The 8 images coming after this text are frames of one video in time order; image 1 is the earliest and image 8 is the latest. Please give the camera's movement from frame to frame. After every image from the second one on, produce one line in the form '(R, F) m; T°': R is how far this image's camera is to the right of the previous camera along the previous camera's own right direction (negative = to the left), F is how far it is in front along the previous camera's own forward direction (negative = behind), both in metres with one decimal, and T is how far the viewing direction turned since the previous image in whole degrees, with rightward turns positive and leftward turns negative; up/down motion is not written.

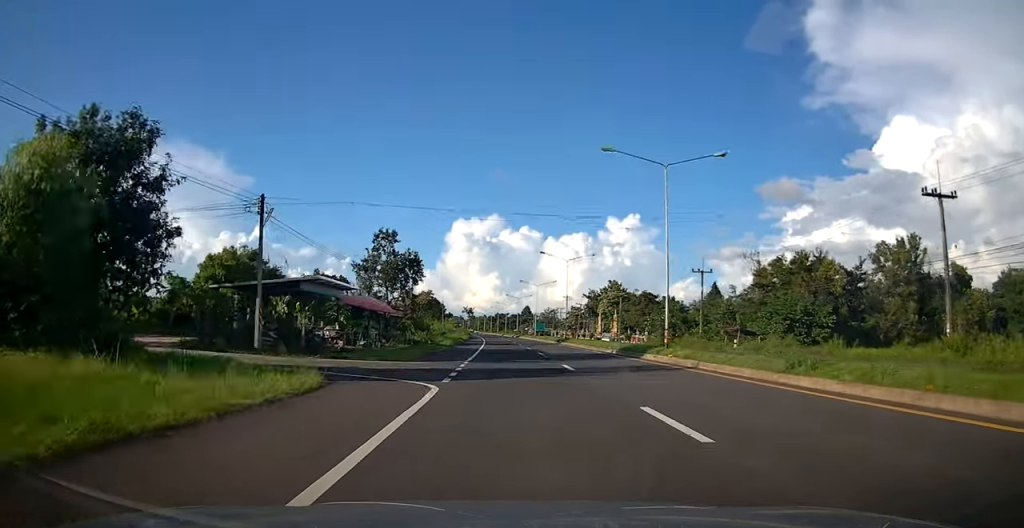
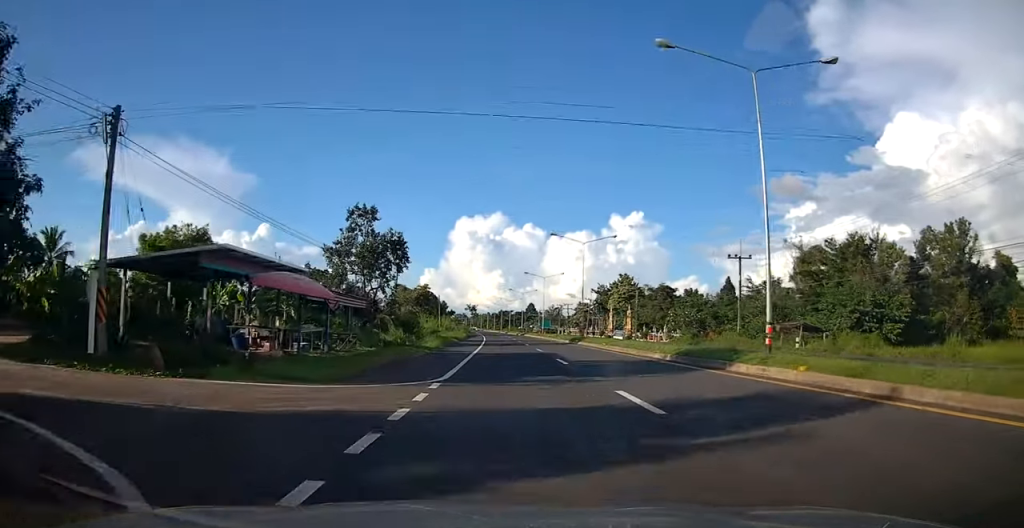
(+0.1, +10.2) m; -1°
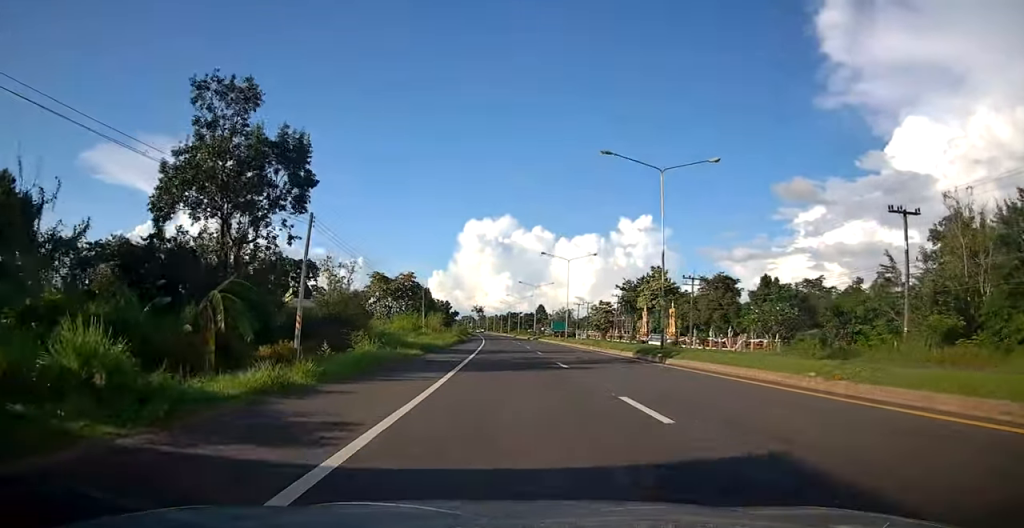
(-0.6, +24.6) m; -2°
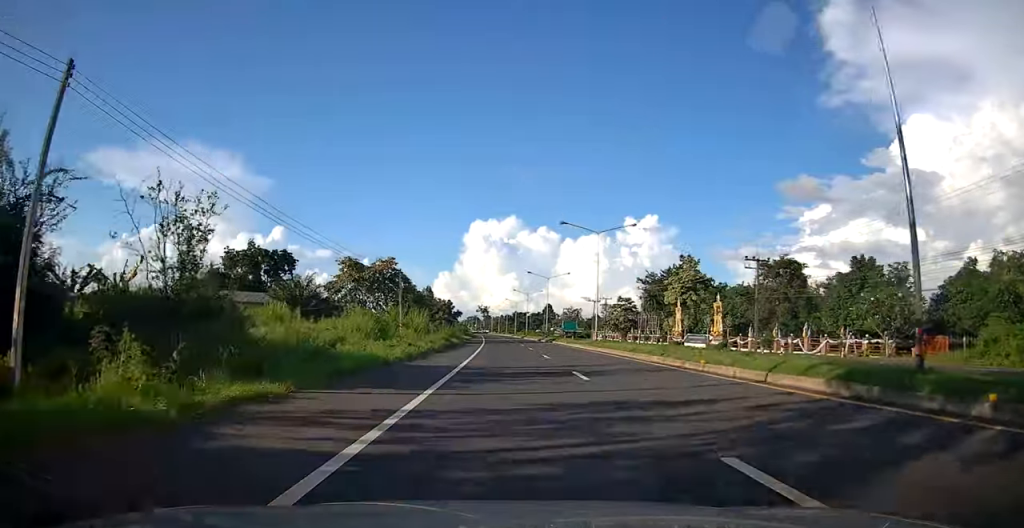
(-0.2, +17.2) m; -1°
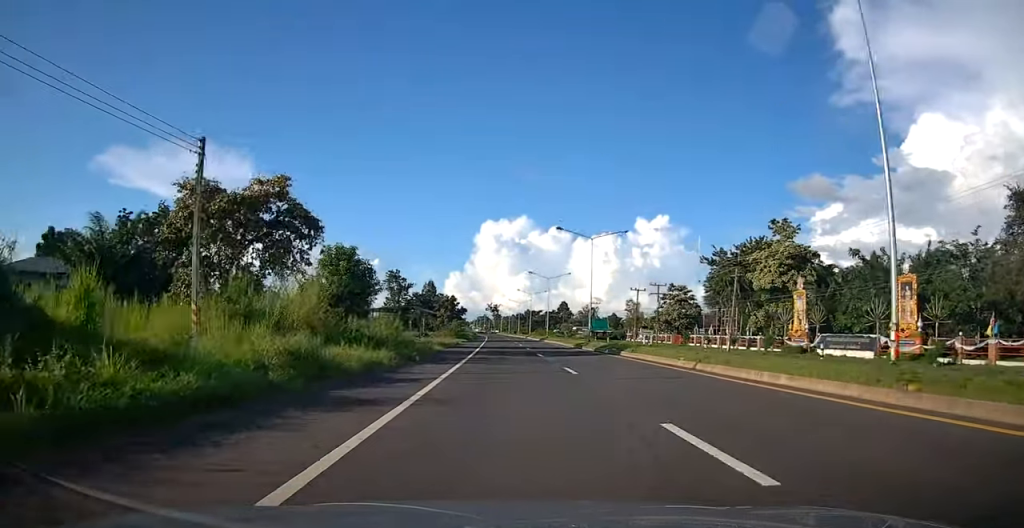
(0.0, +34.1) m; 0°
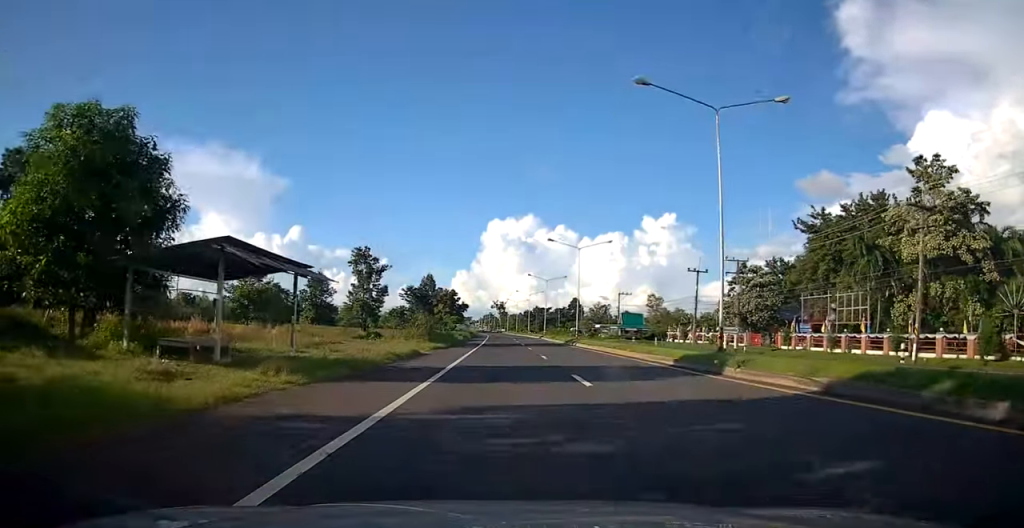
(0.0, +27.7) m; 0°
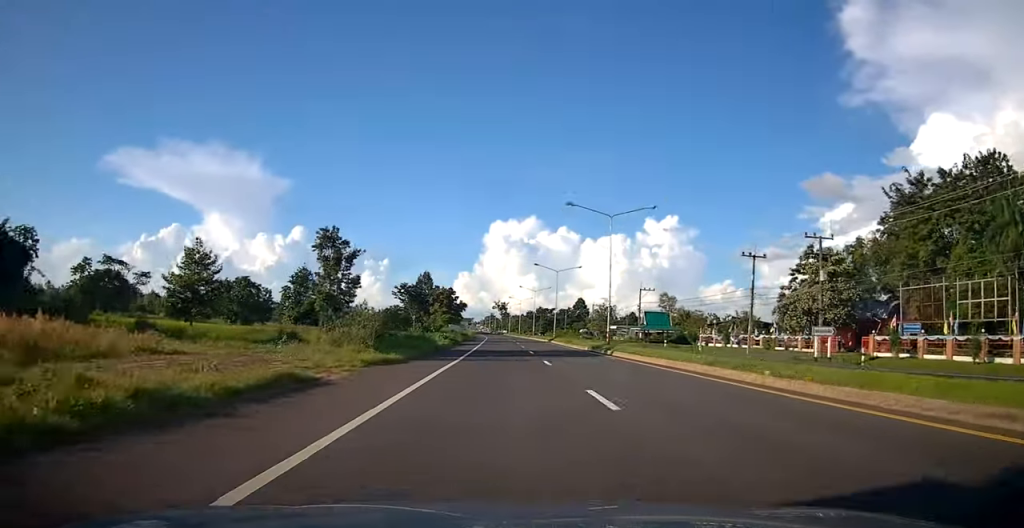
(0.0, +15.8) m; 0°
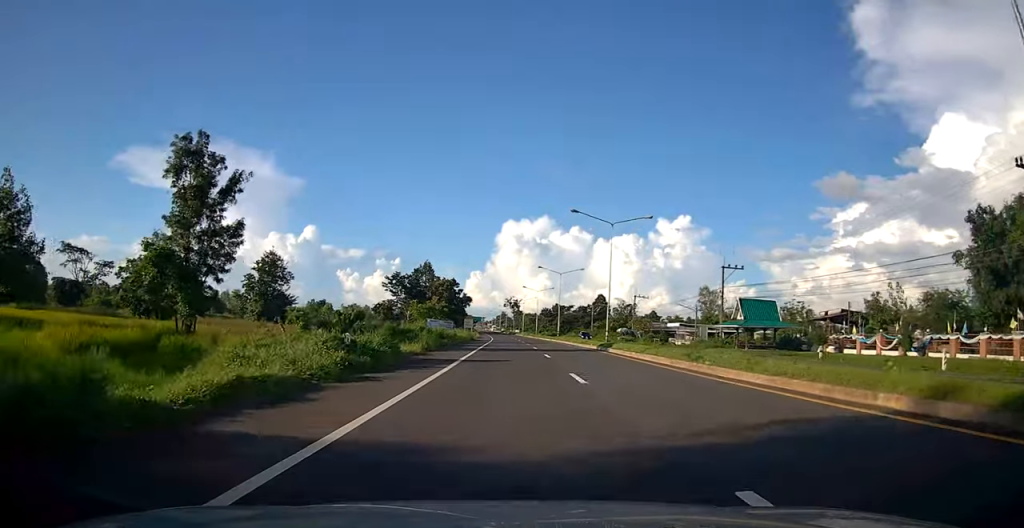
(-0.4, +31.7) m; -2°
